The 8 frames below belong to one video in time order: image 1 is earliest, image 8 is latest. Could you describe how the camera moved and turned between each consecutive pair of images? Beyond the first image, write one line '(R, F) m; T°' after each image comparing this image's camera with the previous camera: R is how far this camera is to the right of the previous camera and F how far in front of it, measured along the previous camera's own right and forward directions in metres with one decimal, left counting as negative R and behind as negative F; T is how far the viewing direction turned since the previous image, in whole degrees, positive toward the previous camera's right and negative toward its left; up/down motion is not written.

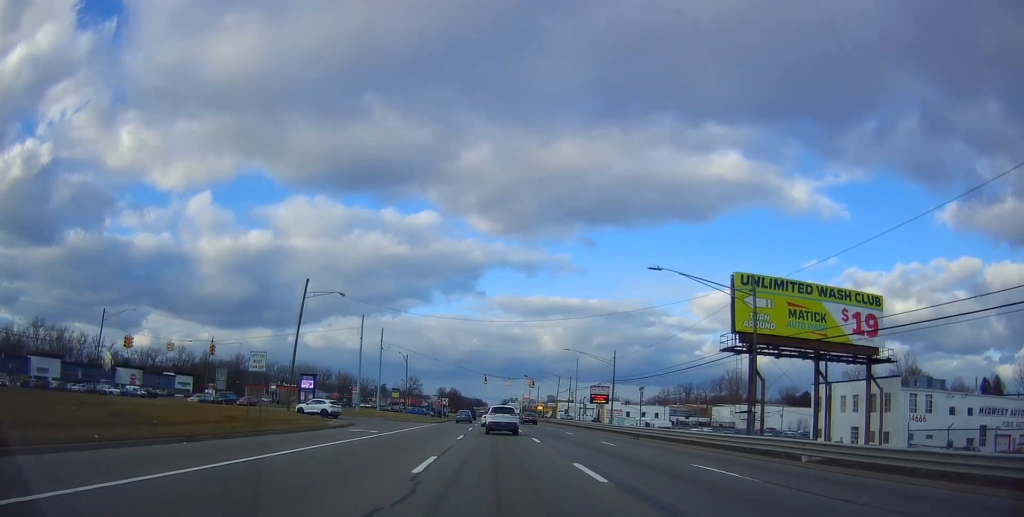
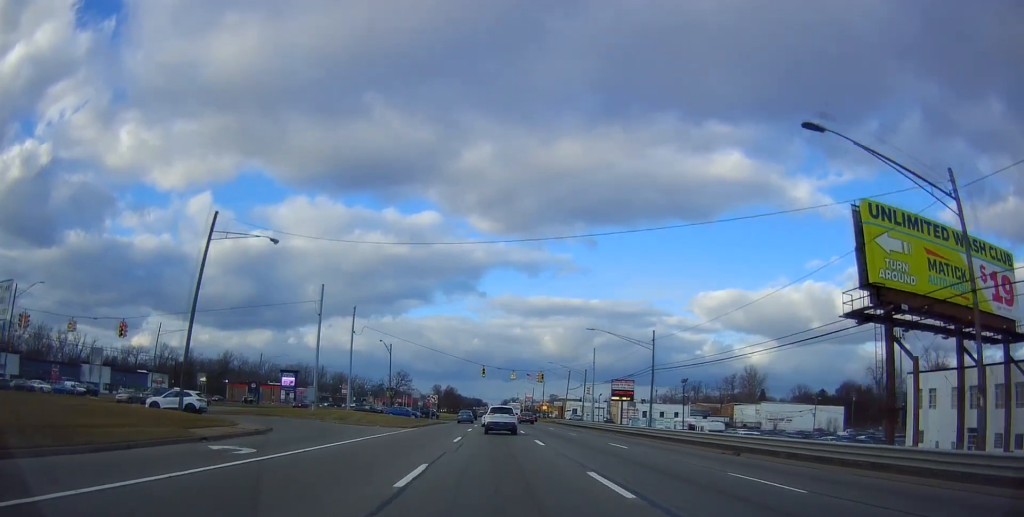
(-0.1, +17.0) m; 0°
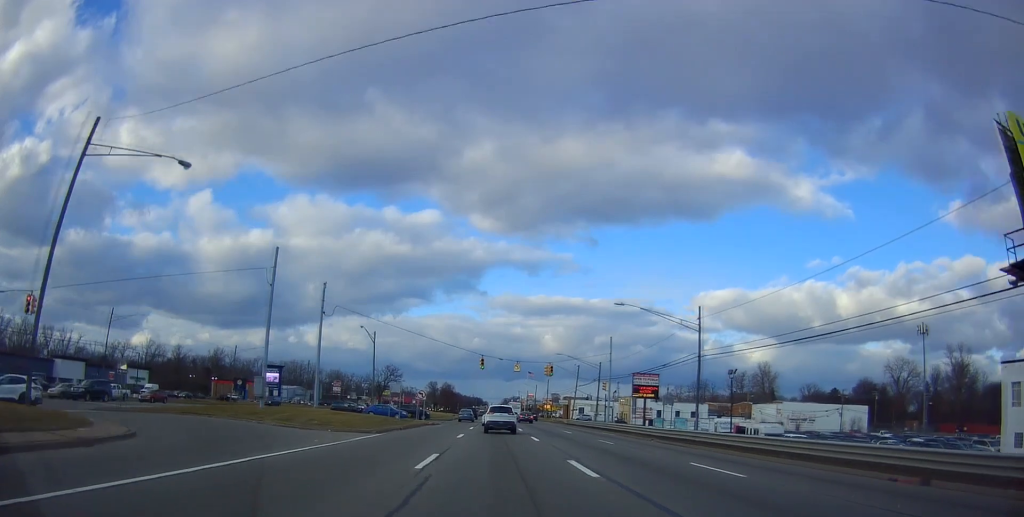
(-0.1, +12.1) m; 0°
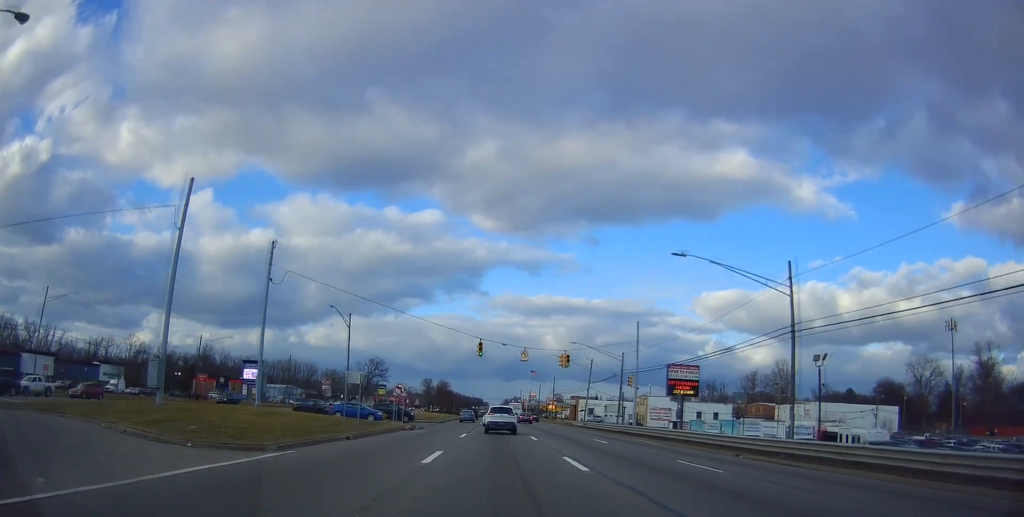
(+0.2, +13.7) m; +1°
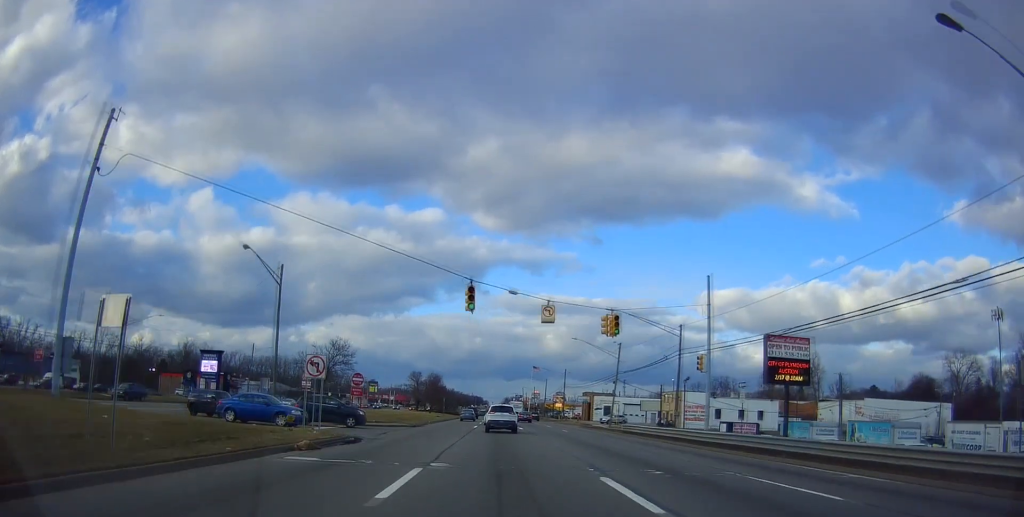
(+0.1, +20.9) m; -1°
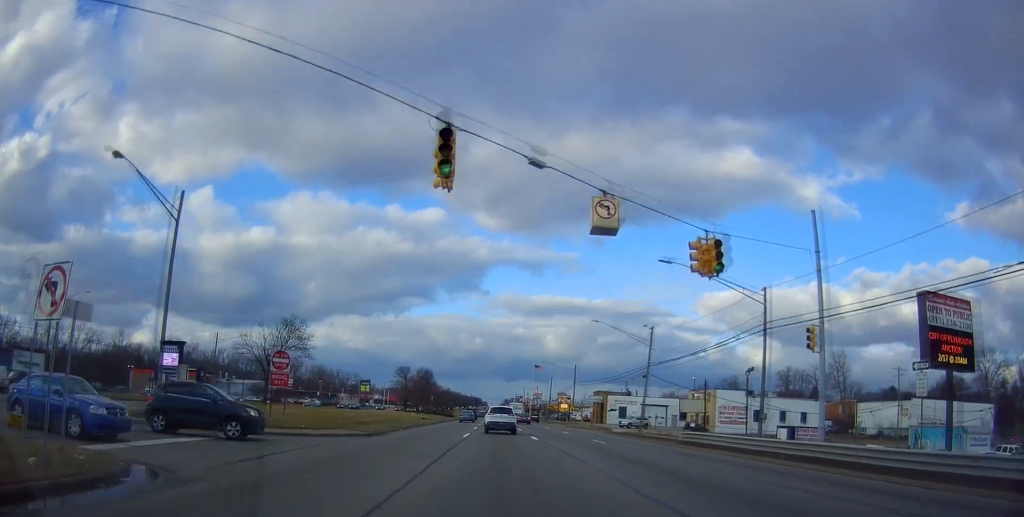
(-0.3, +15.2) m; 0°
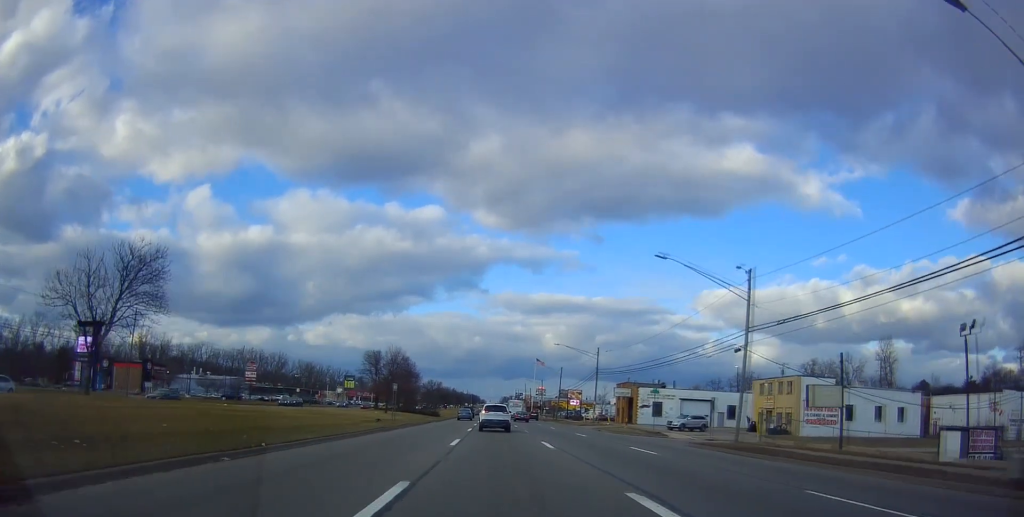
(0.0, +24.0) m; +1°
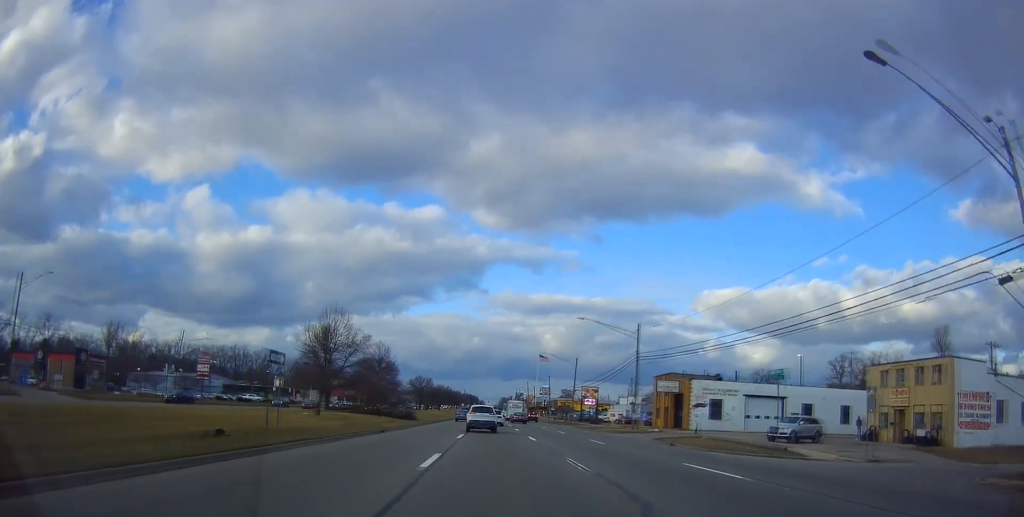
(+0.4, +23.2) m; 0°
